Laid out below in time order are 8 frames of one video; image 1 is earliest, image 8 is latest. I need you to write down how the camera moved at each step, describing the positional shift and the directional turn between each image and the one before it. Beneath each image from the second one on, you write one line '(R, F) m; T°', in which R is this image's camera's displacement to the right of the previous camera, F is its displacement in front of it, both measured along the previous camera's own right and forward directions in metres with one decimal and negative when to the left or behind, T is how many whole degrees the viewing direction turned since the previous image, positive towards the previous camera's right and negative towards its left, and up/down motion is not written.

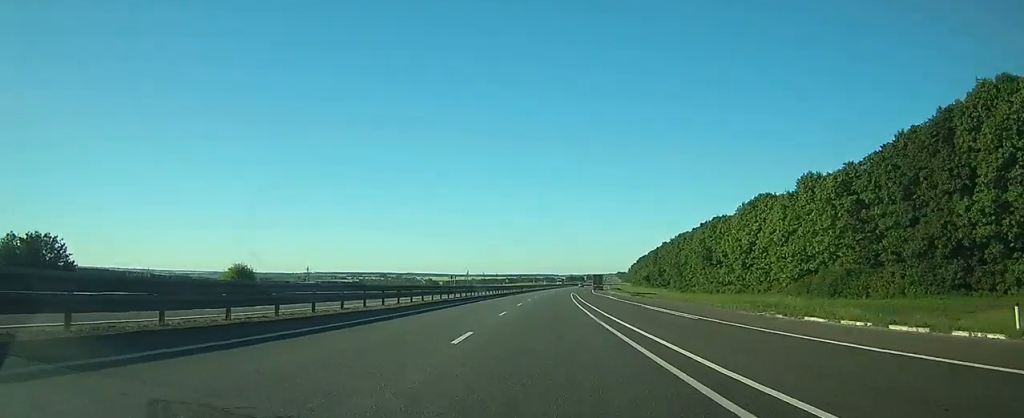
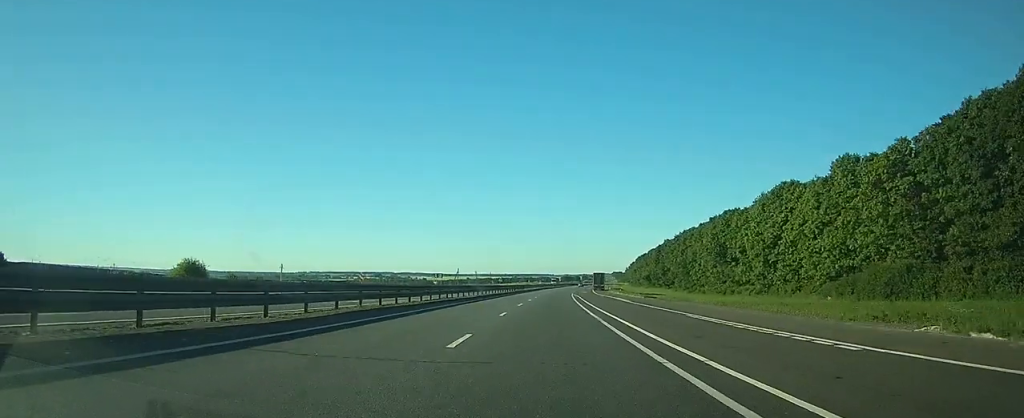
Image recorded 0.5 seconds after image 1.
(0.0, +12.7) m; 0°
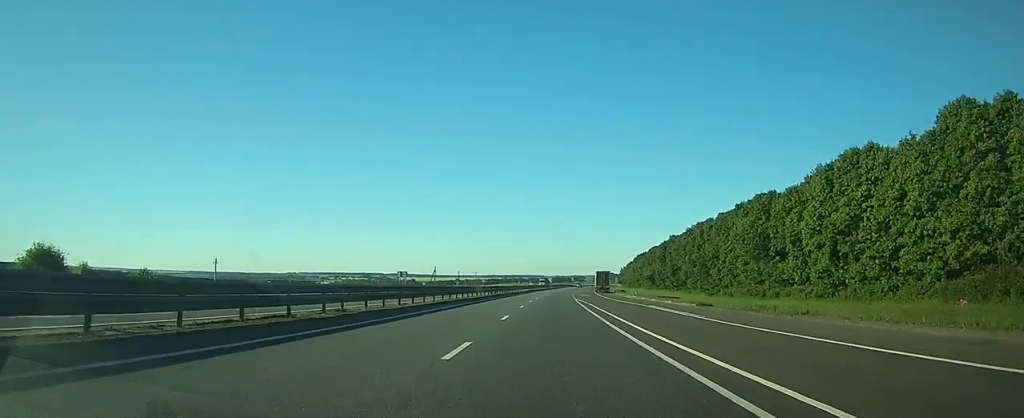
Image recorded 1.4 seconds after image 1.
(+0.2, +25.6) m; +1°
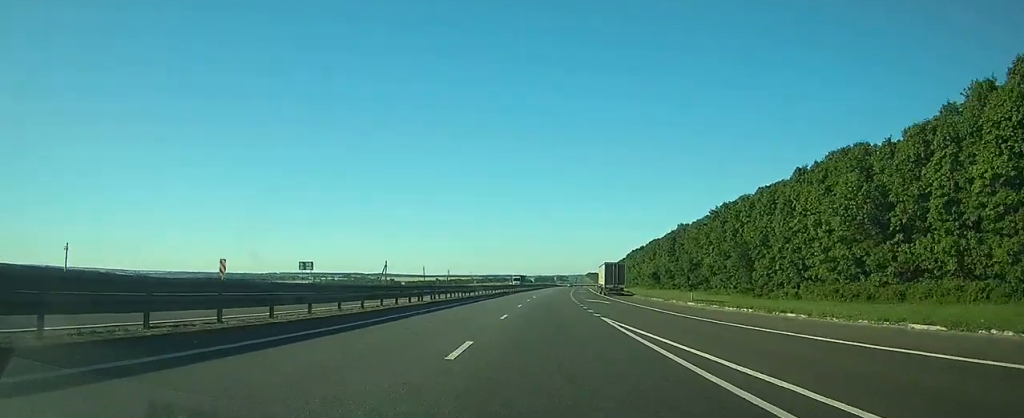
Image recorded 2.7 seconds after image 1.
(+0.5, +35.8) m; +2°
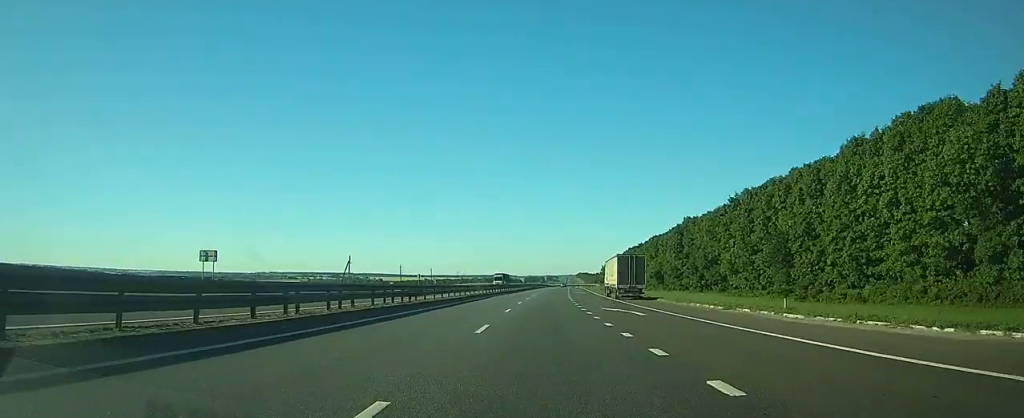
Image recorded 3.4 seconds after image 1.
(+0.2, +18.5) m; +1°
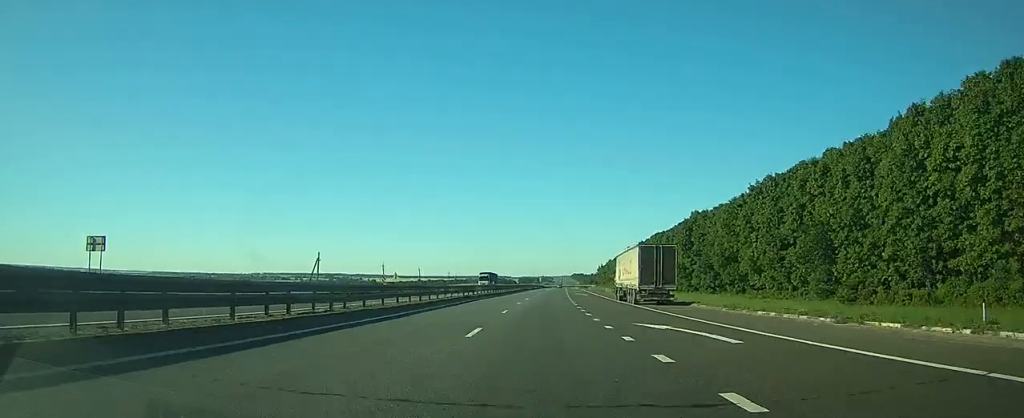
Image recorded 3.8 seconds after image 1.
(+0.1, +13.0) m; 0°
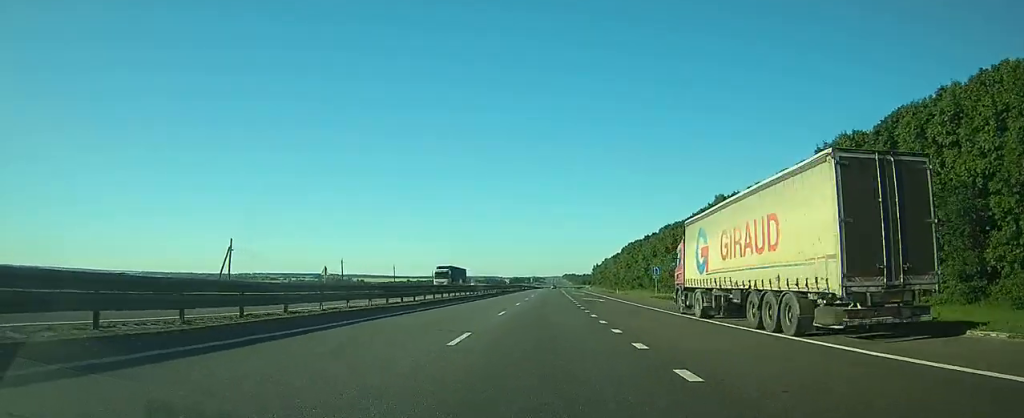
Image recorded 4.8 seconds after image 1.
(+0.1, +26.2) m; +1°
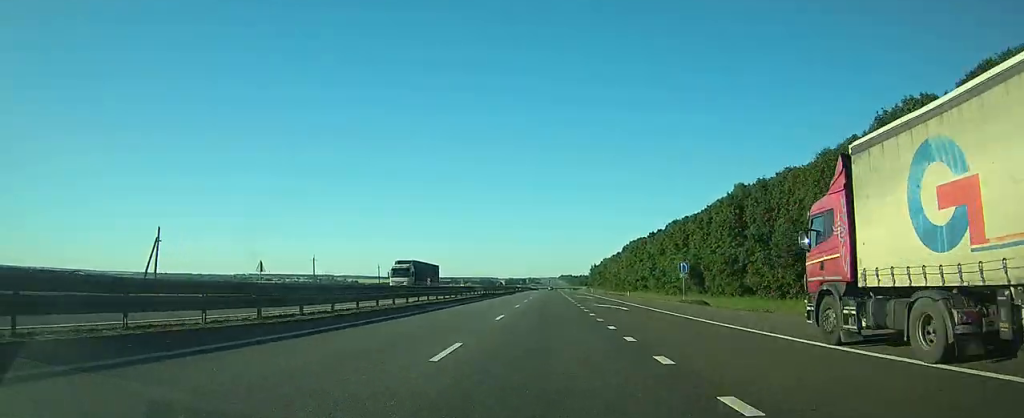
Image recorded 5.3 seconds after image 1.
(0.0, +14.1) m; 0°
